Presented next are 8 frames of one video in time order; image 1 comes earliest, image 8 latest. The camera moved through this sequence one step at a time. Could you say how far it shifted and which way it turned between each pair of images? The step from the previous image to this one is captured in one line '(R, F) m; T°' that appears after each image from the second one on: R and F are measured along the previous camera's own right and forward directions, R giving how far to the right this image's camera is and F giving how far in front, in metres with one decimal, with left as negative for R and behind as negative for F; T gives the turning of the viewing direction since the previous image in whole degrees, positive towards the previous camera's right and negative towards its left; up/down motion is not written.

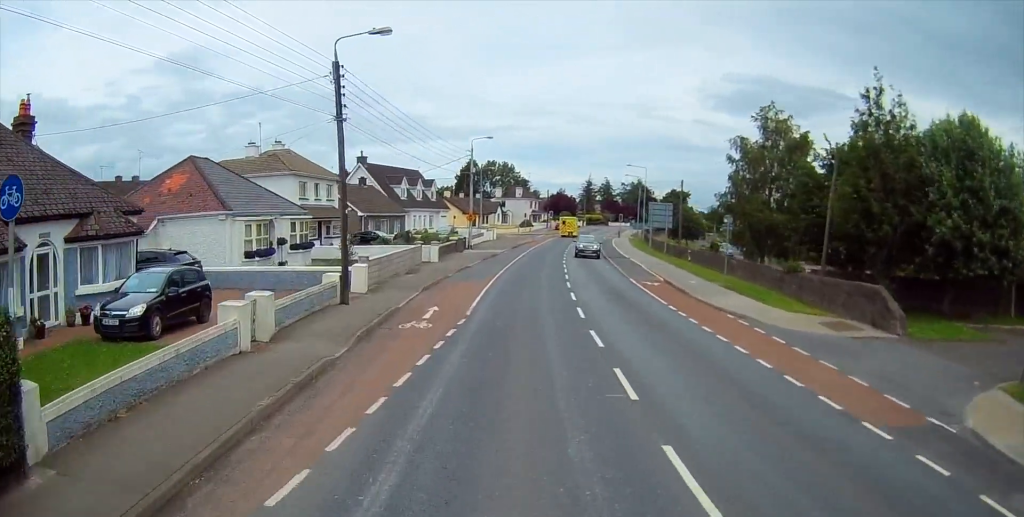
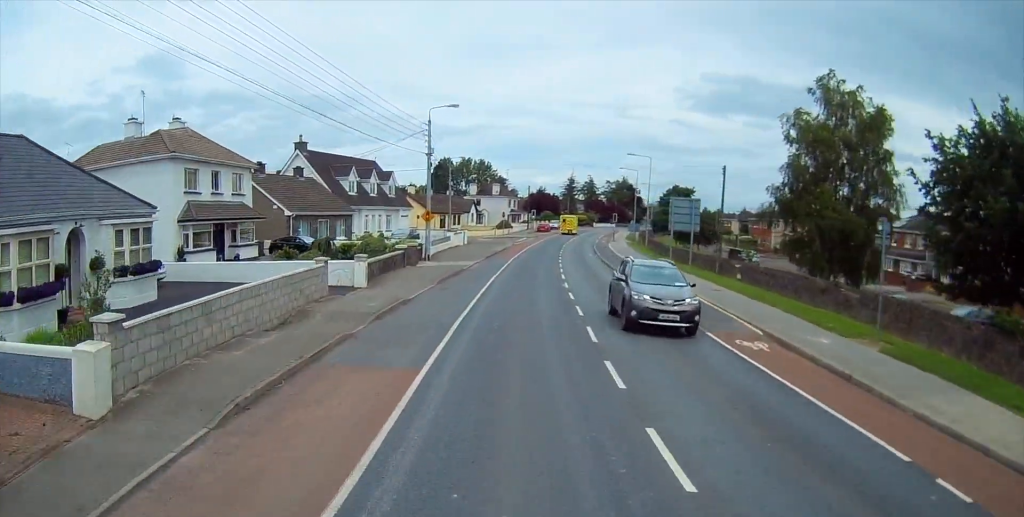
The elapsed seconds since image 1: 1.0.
(+0.2, +15.2) m; +1°
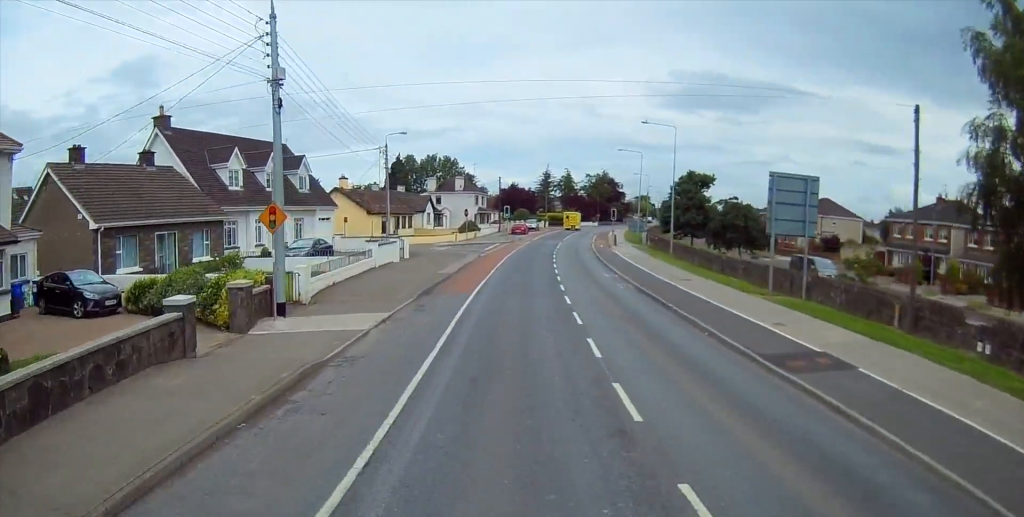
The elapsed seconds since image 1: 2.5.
(+0.4, +21.5) m; +3°
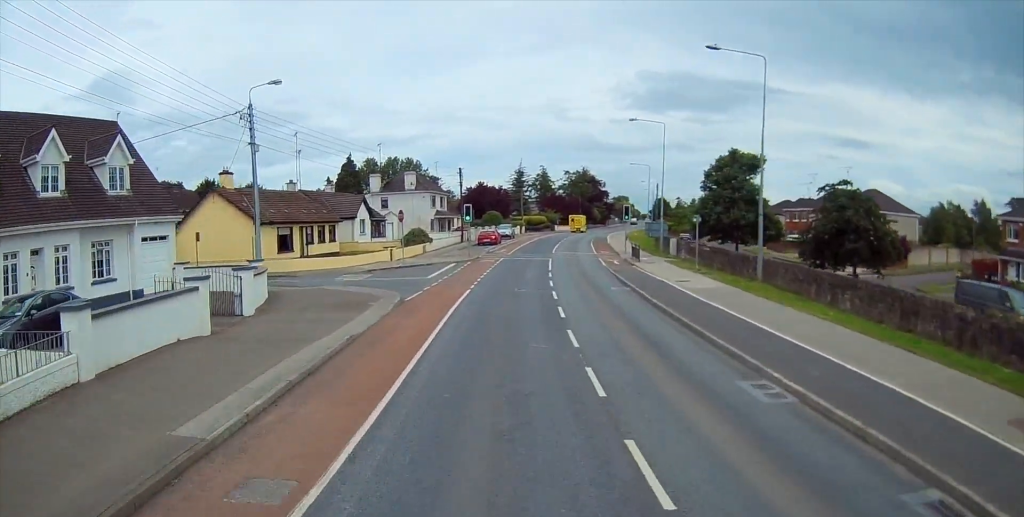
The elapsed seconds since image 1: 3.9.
(+0.8, +22.1) m; +3°
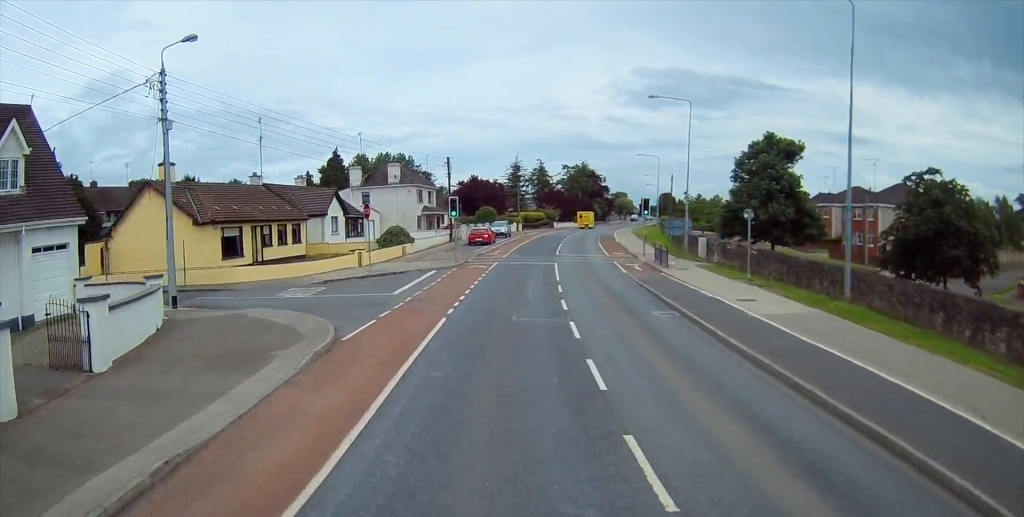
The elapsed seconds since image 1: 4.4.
(0.0, +7.9) m; 0°
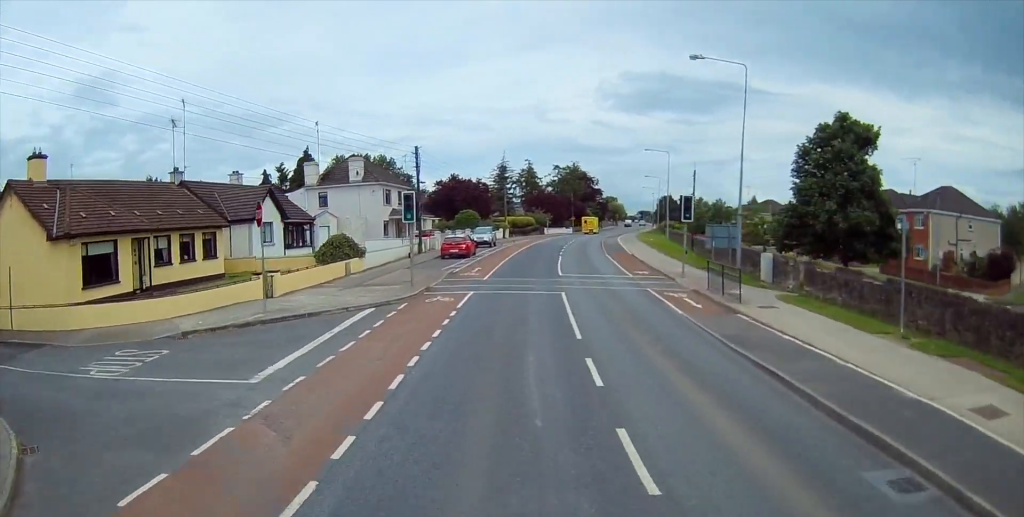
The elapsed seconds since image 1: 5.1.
(0.0, +11.8) m; +1°
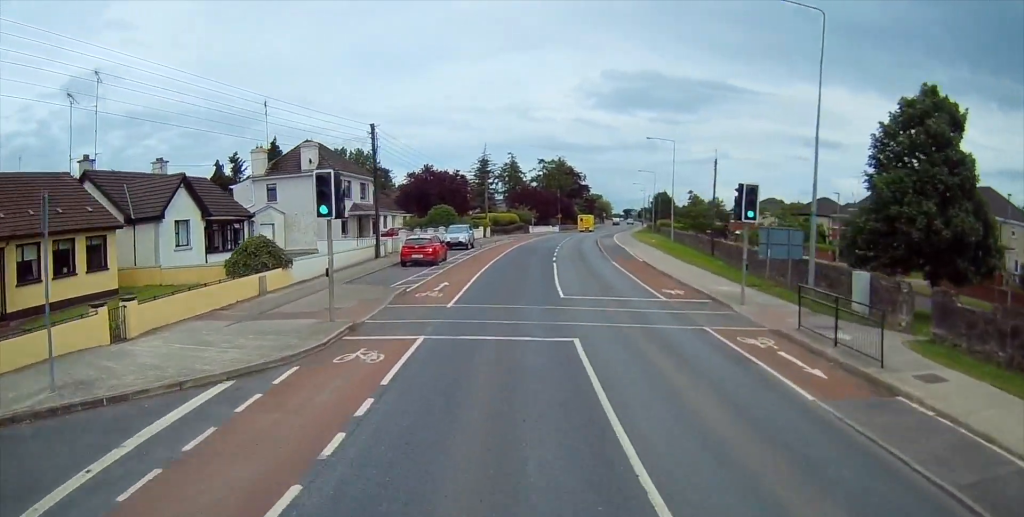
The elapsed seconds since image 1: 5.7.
(+0.1, +9.2) m; +2°
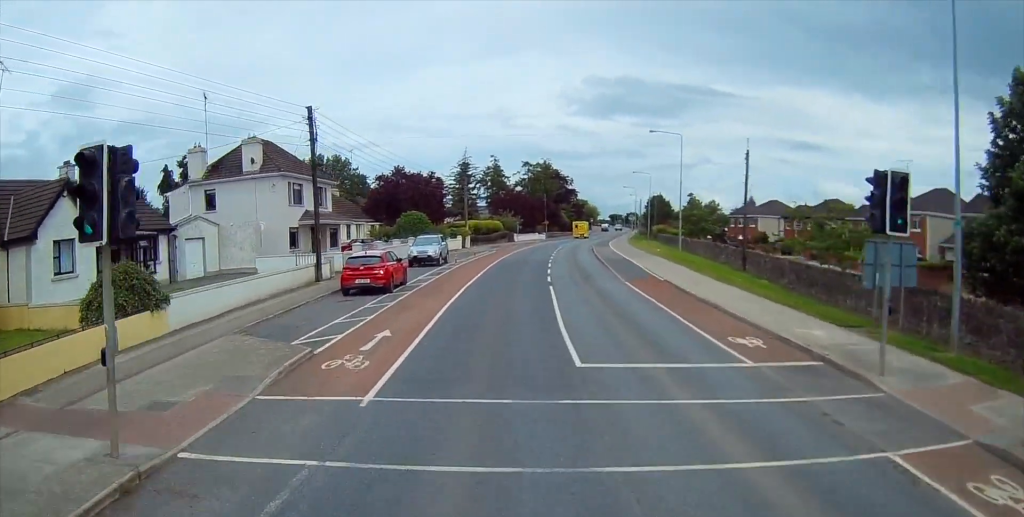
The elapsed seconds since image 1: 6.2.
(-0.1, +8.7) m; +2°
